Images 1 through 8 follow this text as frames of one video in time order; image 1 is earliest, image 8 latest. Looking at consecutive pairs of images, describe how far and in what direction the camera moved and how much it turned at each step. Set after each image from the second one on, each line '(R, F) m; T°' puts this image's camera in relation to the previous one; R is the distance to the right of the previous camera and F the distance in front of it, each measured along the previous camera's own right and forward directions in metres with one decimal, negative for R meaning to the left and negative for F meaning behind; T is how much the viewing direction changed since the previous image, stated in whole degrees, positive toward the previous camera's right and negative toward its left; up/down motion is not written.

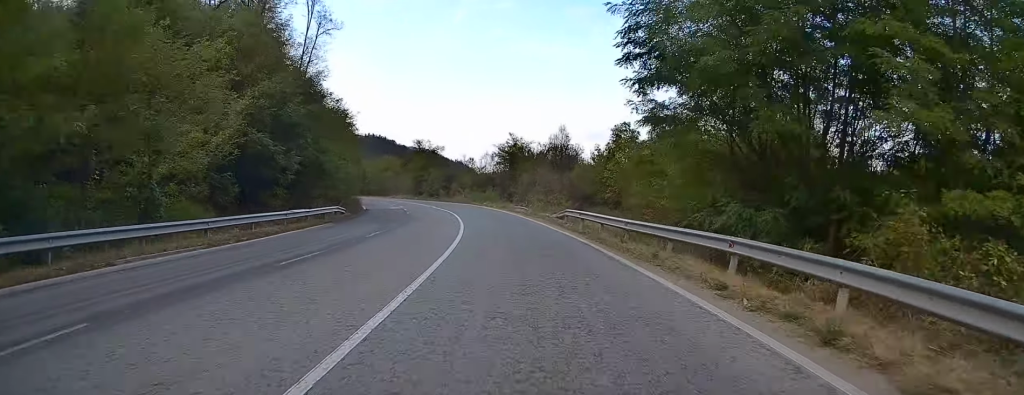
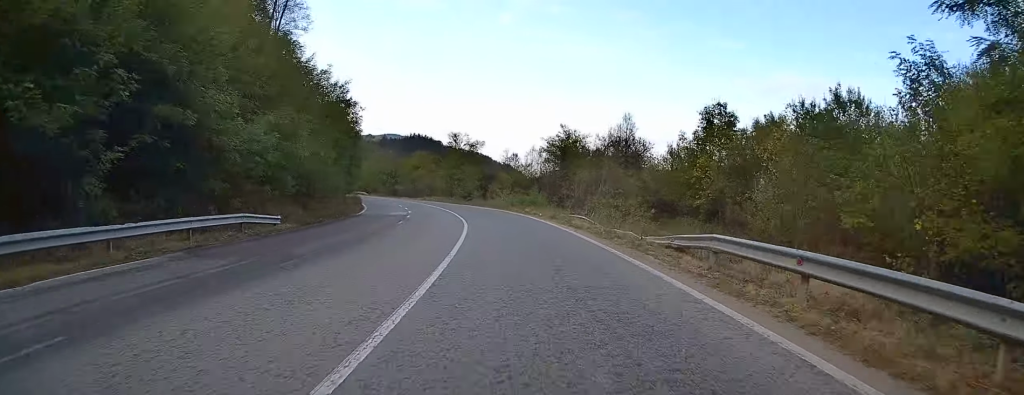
(-0.3, +18.8) m; -3°
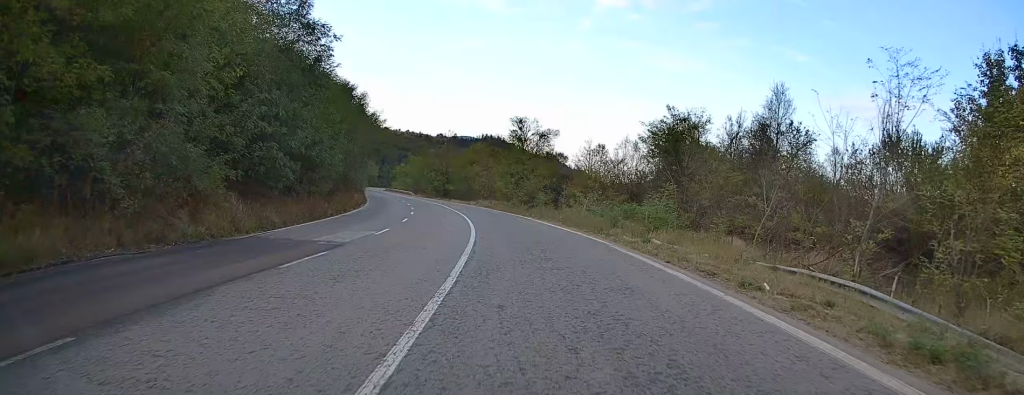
(-1.2, +27.6) m; -6°
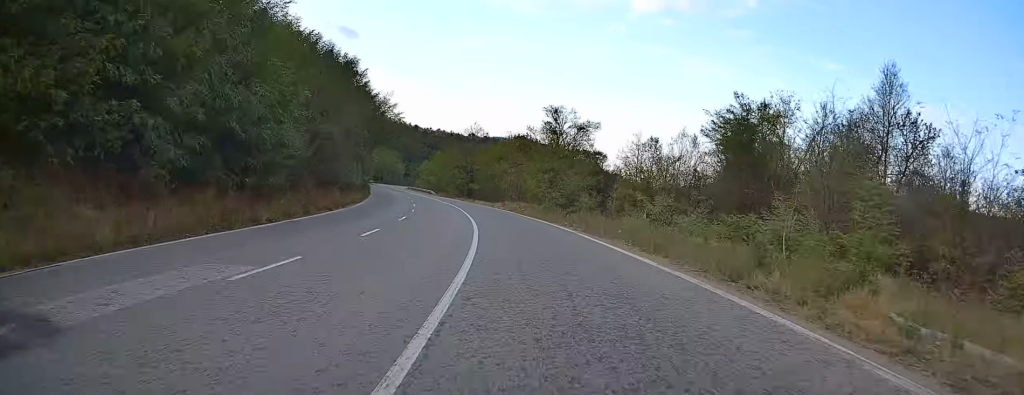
(-0.1, +12.0) m; -3°
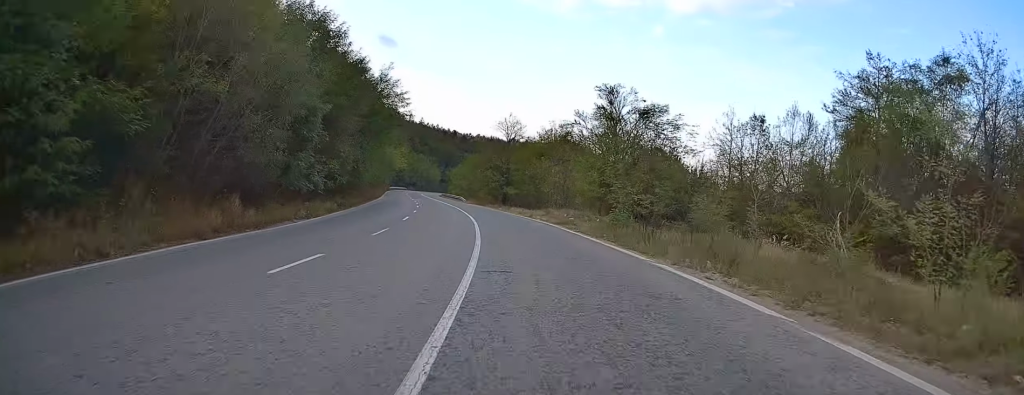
(-0.7, +17.0) m; -4°
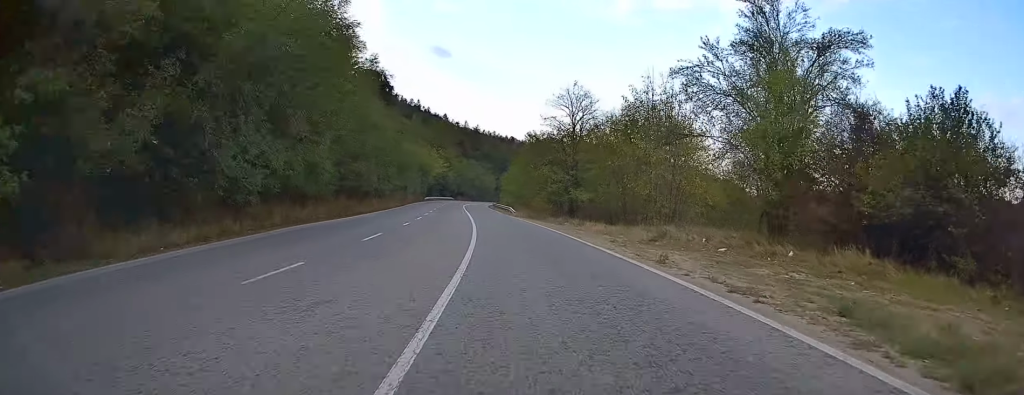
(-1.5, +27.7) m; -5°
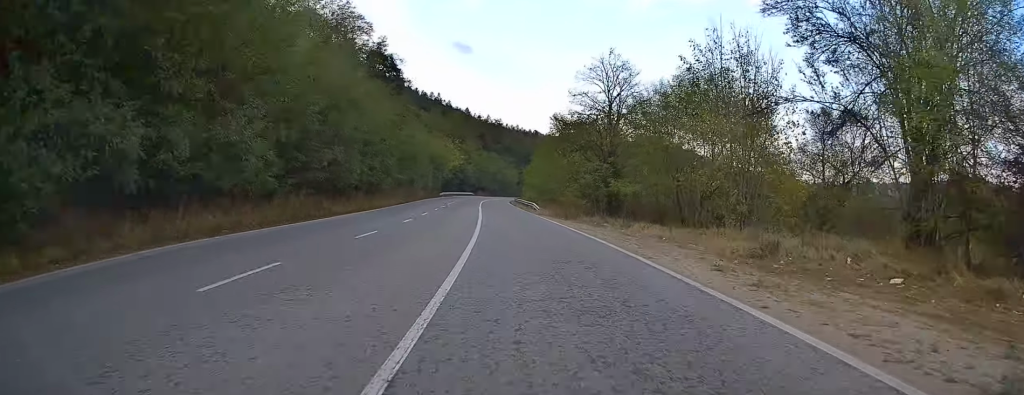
(-0.2, +10.8) m; -2°
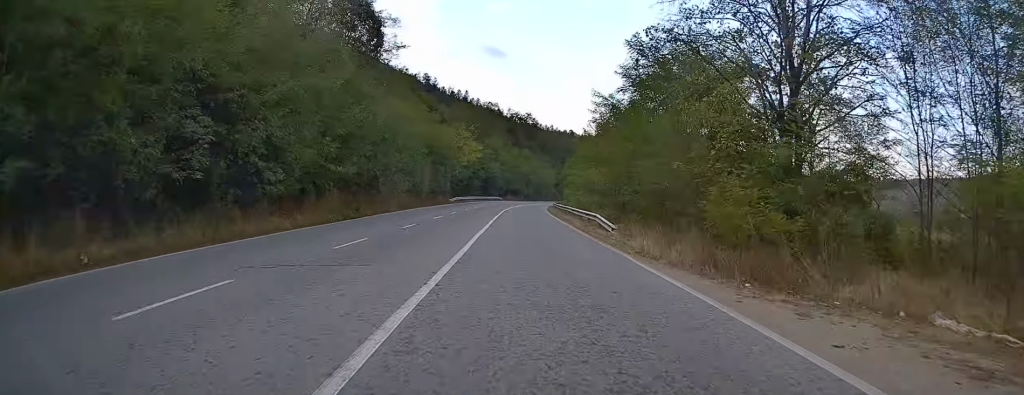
(-1.1, +29.1) m; -4°
